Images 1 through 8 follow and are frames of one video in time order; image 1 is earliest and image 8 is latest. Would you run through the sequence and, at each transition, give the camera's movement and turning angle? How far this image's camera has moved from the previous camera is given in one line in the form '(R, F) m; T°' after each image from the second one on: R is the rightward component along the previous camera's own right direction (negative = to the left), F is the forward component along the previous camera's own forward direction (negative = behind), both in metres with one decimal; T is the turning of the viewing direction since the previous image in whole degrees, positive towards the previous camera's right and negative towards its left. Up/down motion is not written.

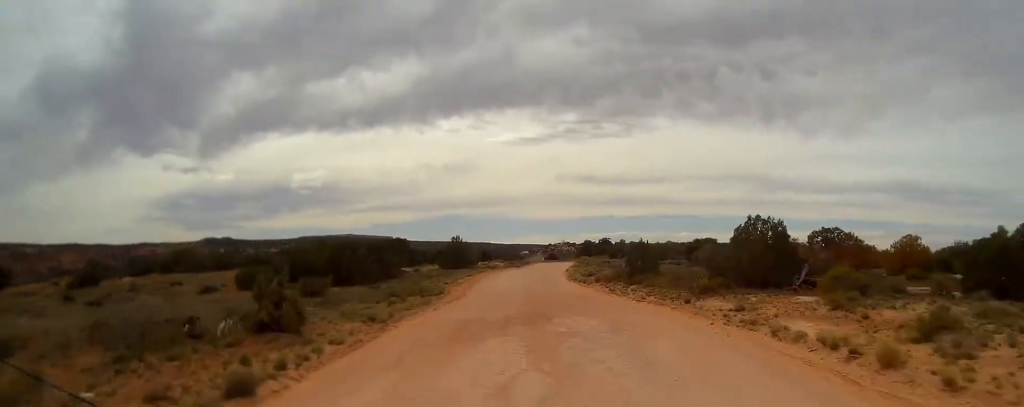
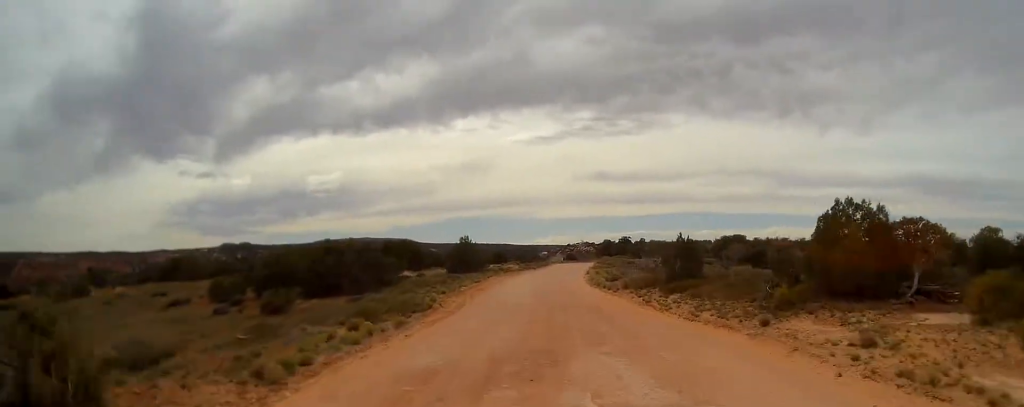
(-0.1, +7.2) m; -1°
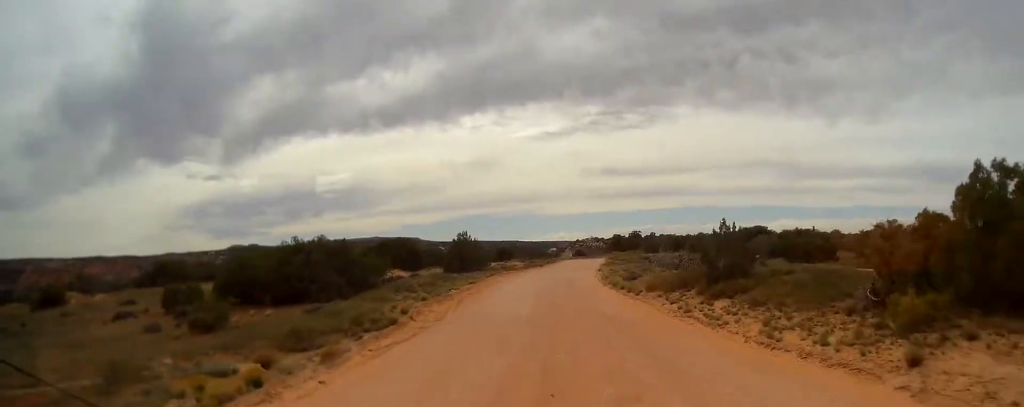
(-0.2, +6.8) m; -1°
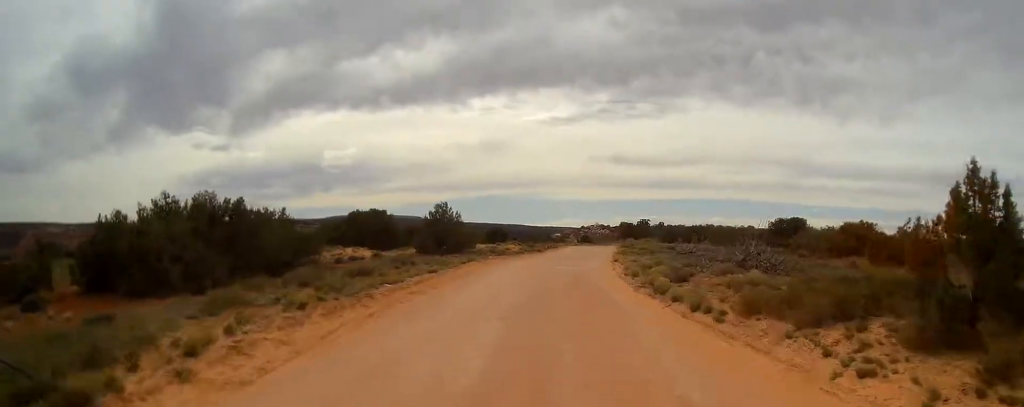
(-0.1, +13.7) m; 0°
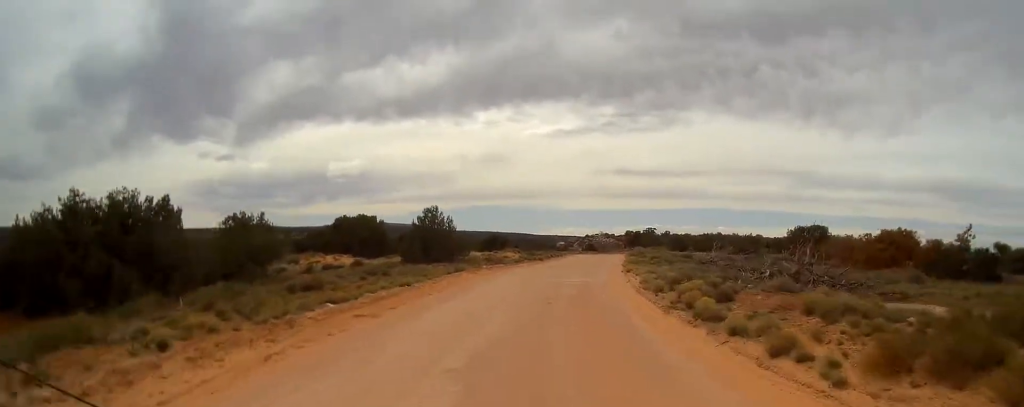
(0.0, +5.7) m; 0°
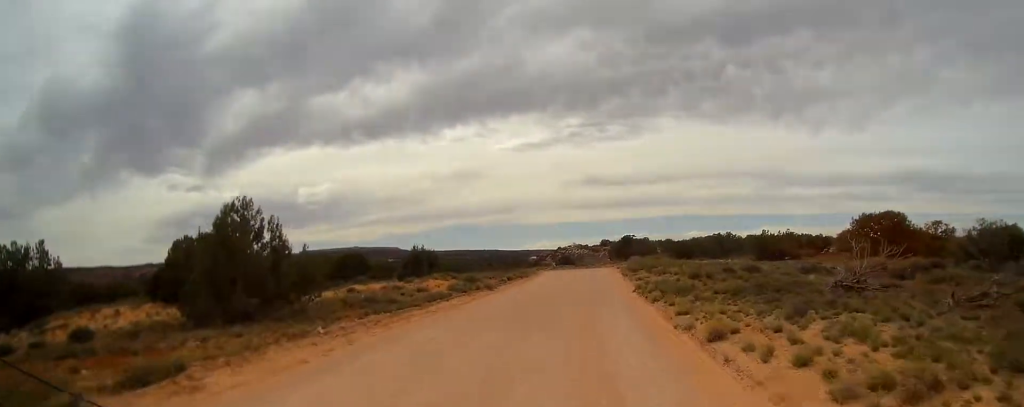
(0.0, +24.7) m; +2°
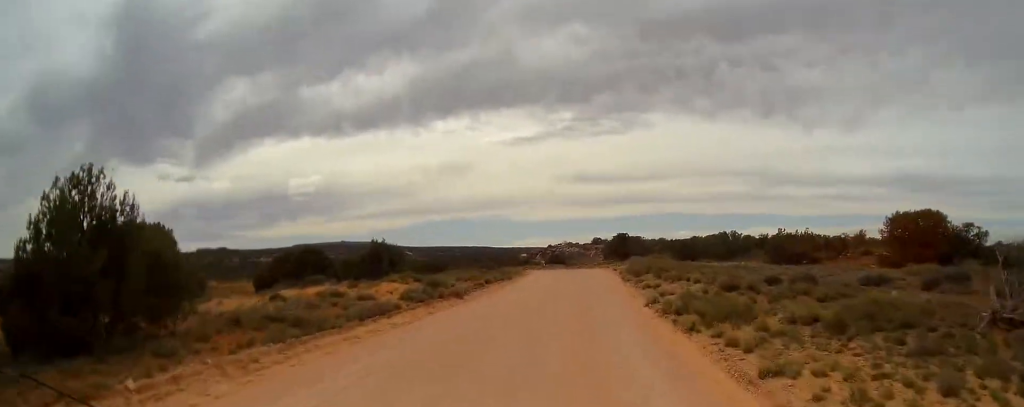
(+0.2, +7.6) m; +1°
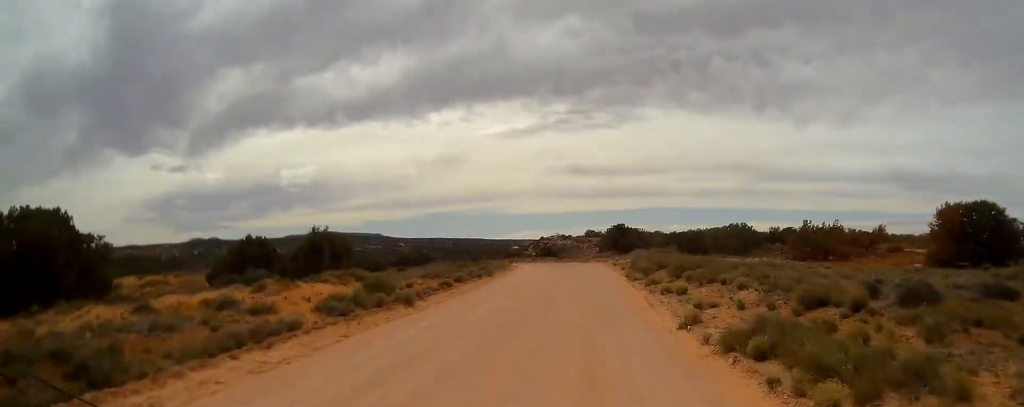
(+0.2, +7.8) m; +1°
